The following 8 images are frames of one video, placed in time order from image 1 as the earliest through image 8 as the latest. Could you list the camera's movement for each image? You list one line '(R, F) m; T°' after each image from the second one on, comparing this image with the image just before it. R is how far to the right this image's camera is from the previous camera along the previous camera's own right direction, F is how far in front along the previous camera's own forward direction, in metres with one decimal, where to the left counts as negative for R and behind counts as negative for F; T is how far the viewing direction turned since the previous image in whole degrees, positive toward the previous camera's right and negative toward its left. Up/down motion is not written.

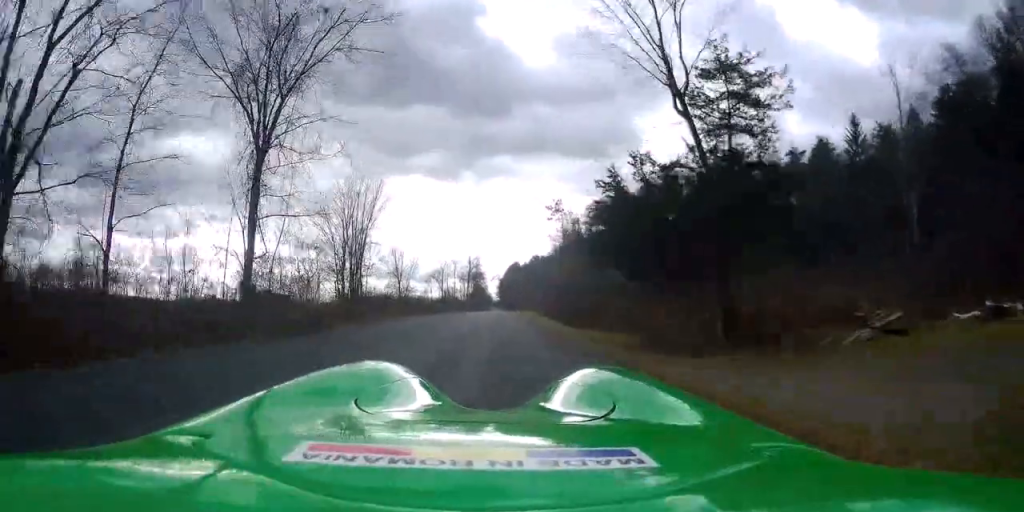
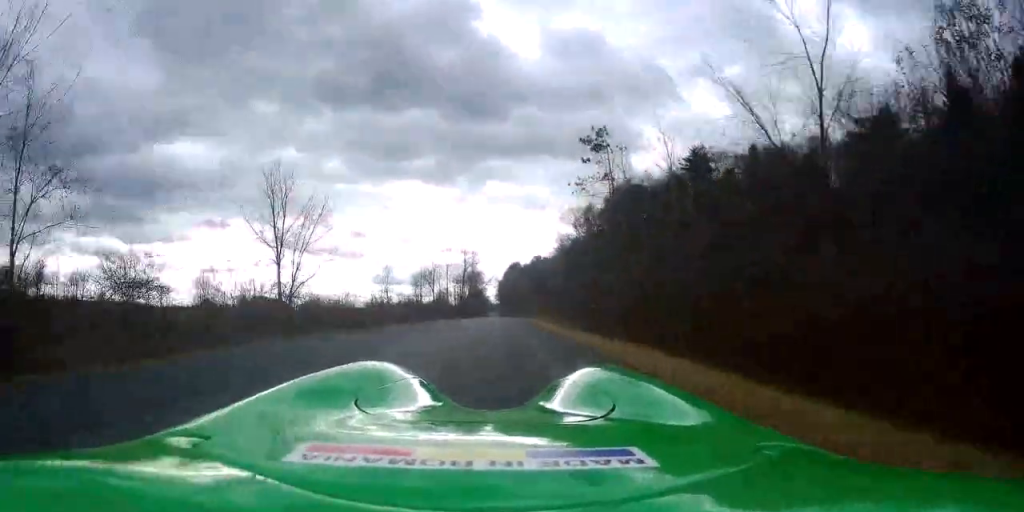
(+0.1, +25.9) m; +2°
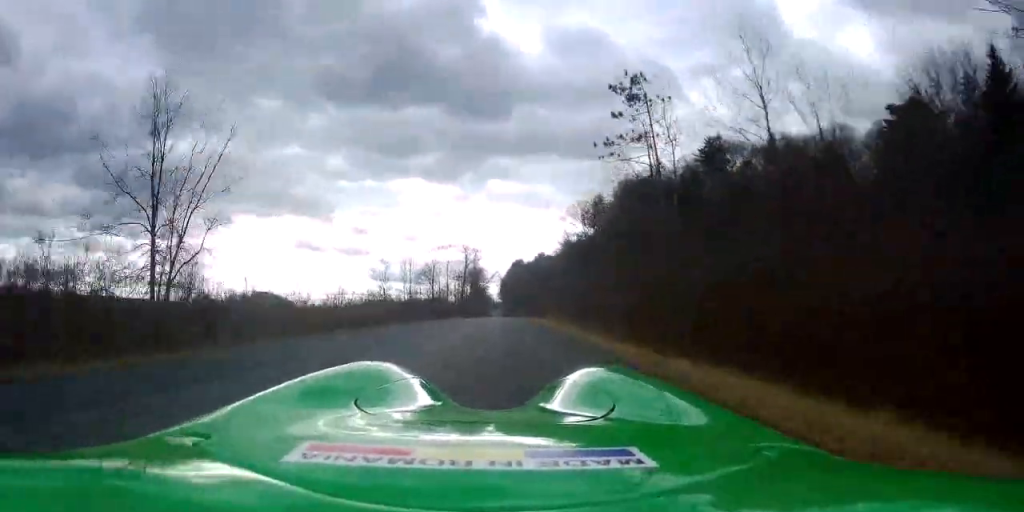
(+0.1, +8.7) m; +1°
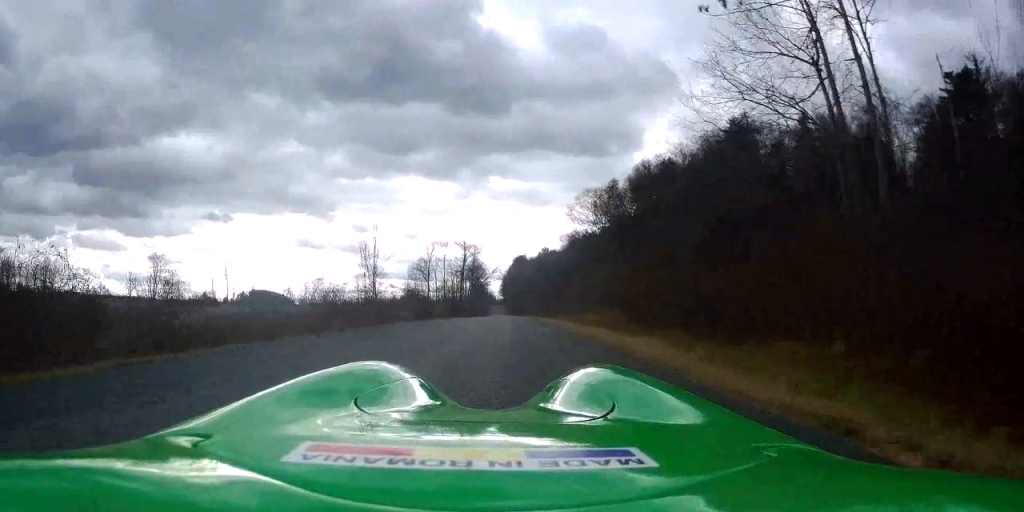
(+0.3, +14.8) m; +1°
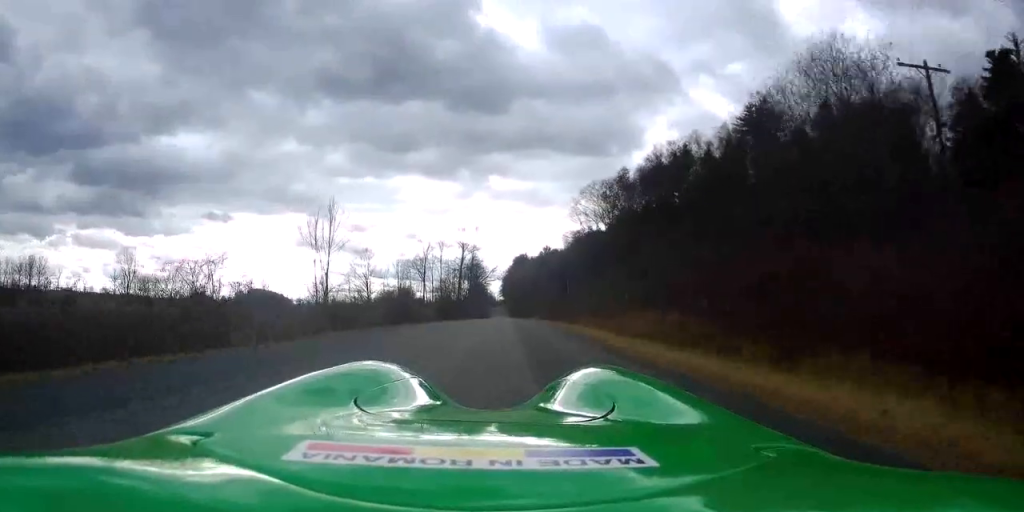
(+0.1, +9.2) m; -1°
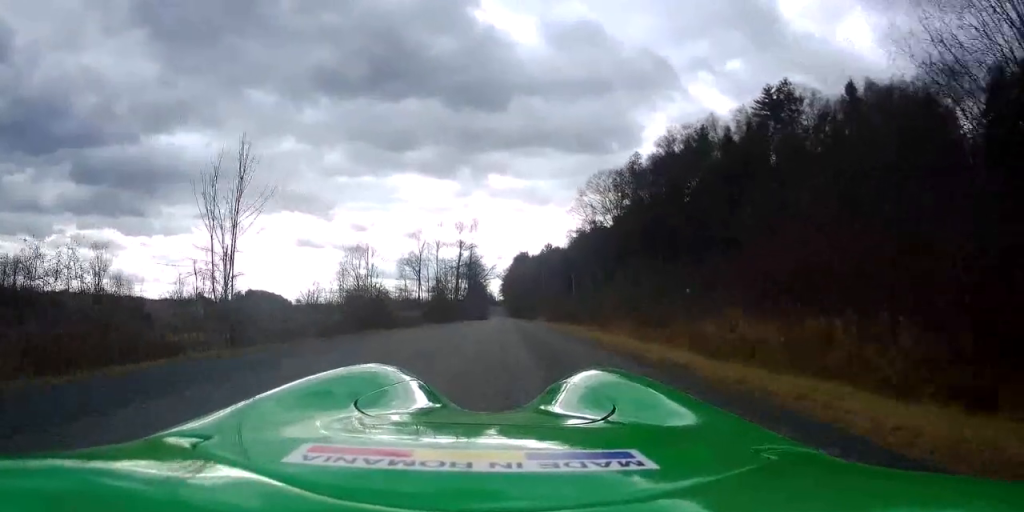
(-0.2, +9.2) m; -1°
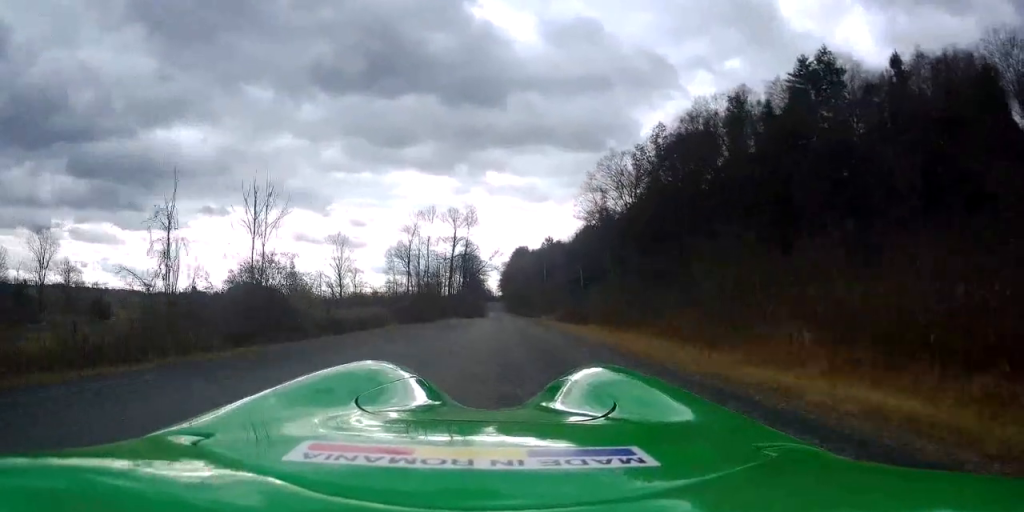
(-0.2, +14.7) m; 0°
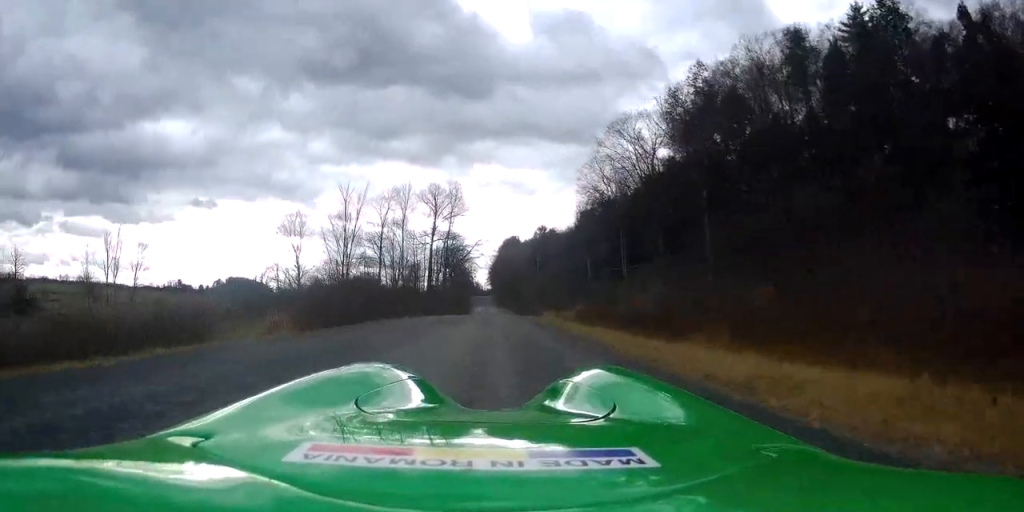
(+0.4, +20.1) m; +2°
